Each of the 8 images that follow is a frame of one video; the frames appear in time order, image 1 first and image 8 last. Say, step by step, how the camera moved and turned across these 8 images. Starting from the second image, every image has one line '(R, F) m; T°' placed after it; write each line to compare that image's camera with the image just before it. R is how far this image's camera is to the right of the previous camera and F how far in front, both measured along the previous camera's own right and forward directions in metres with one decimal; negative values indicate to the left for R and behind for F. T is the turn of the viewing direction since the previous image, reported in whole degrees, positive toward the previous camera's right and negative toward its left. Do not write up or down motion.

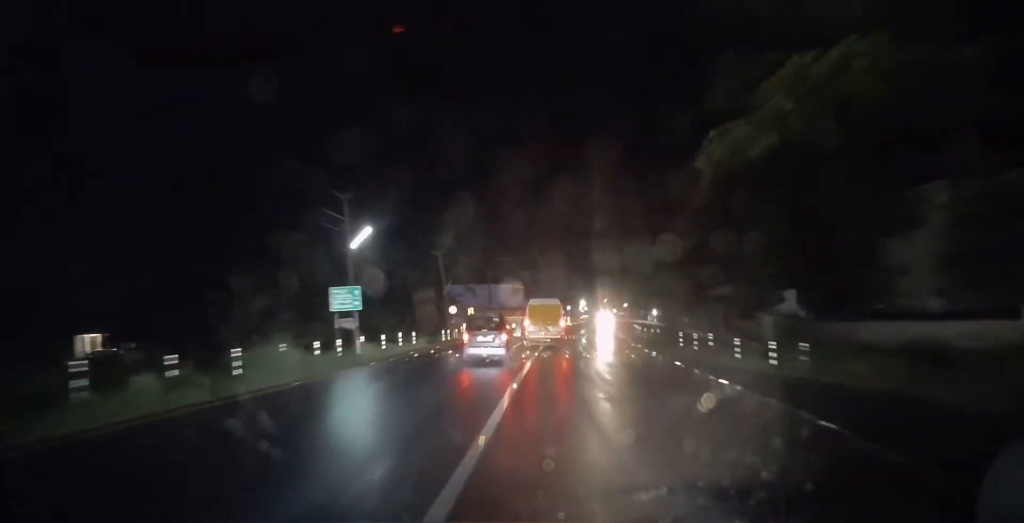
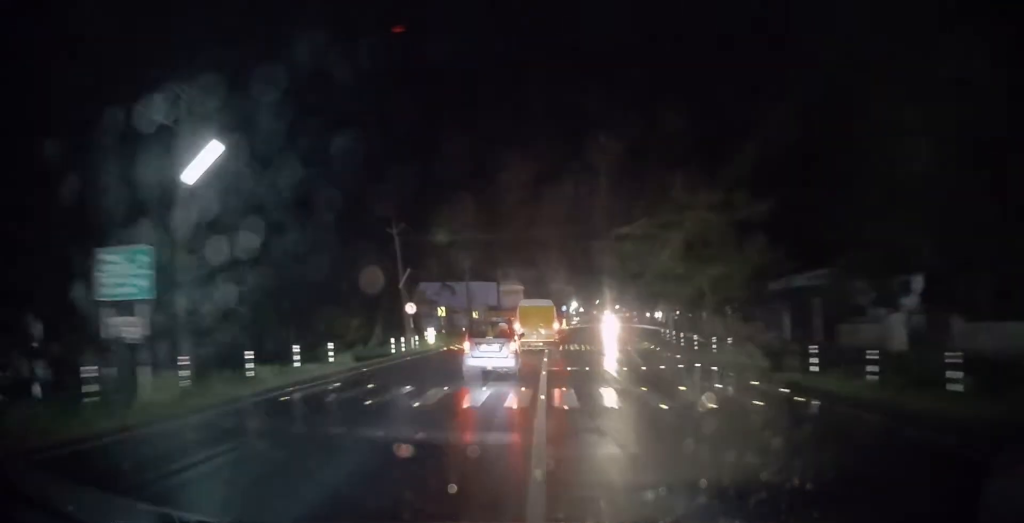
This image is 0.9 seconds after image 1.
(+0.1, +16.1) m; +1°
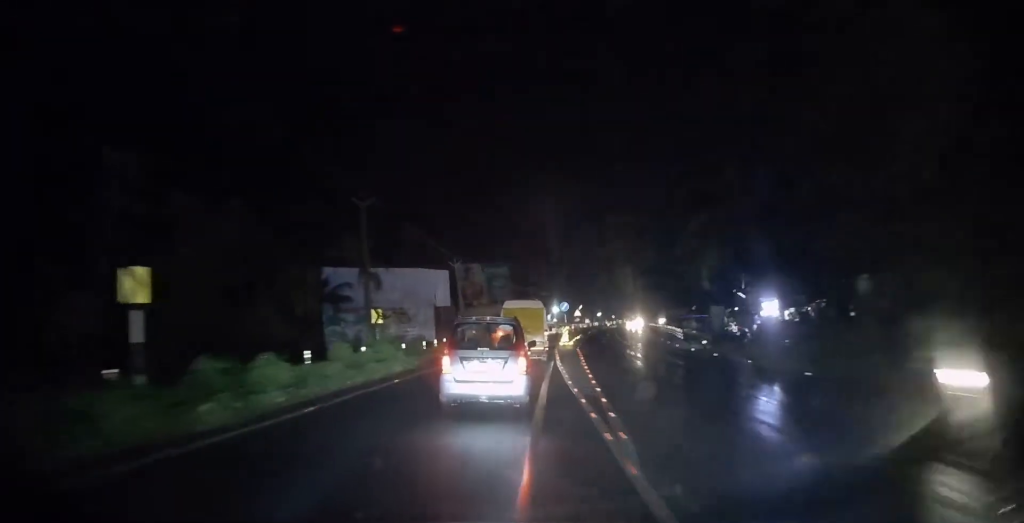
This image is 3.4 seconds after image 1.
(+0.8, +36.5) m; +2°
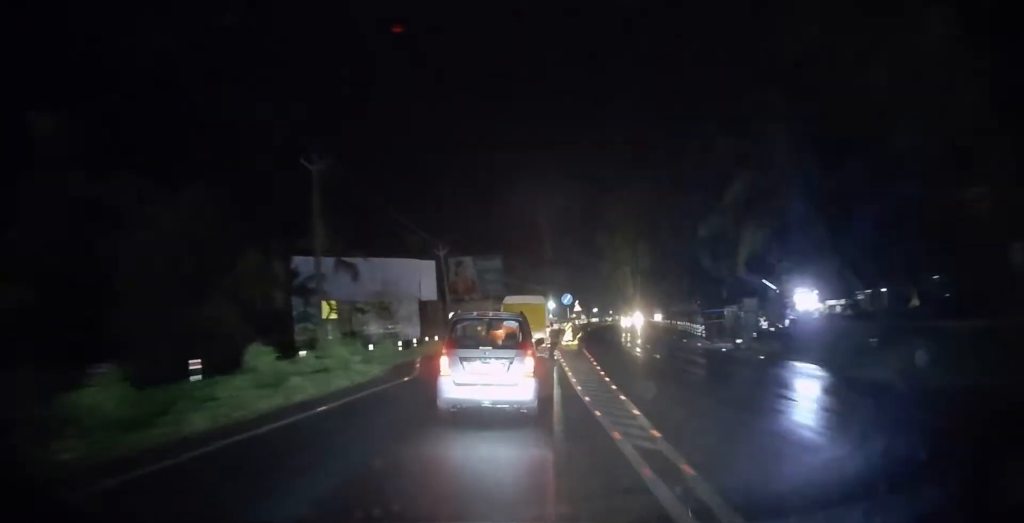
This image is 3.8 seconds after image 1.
(0.0, +6.3) m; 0°
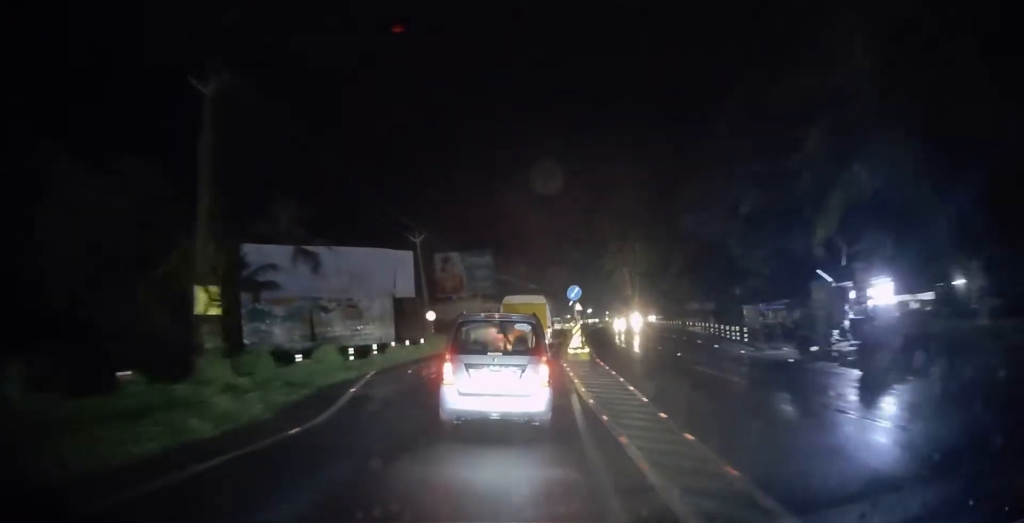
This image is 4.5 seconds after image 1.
(+0.1, +8.1) m; +1°
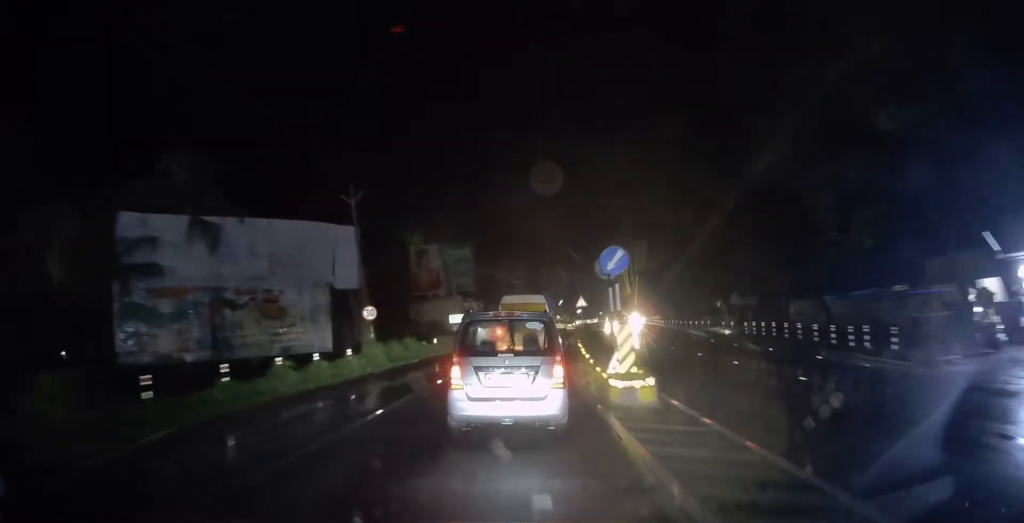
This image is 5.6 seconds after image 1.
(0.0, +13.5) m; +2°
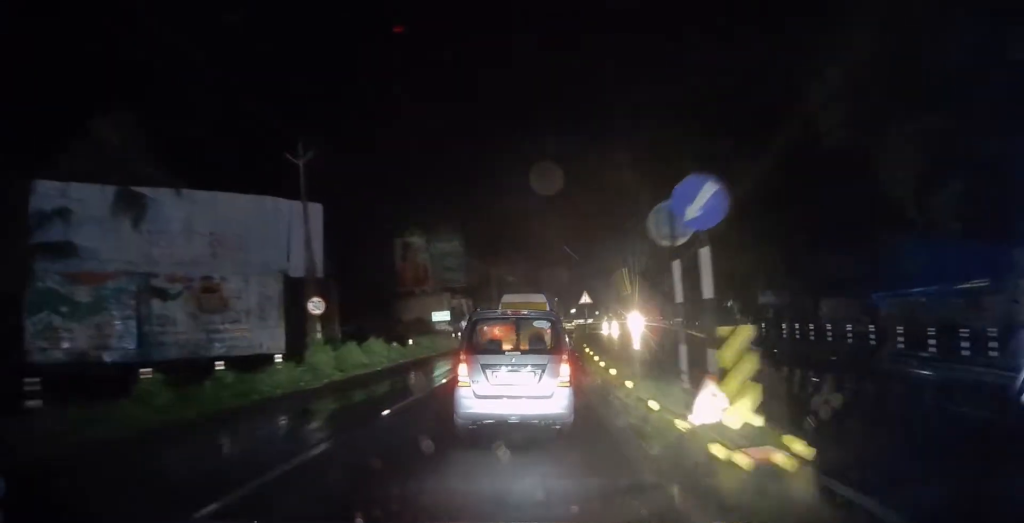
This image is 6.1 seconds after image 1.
(+0.2, +6.3) m; +1°
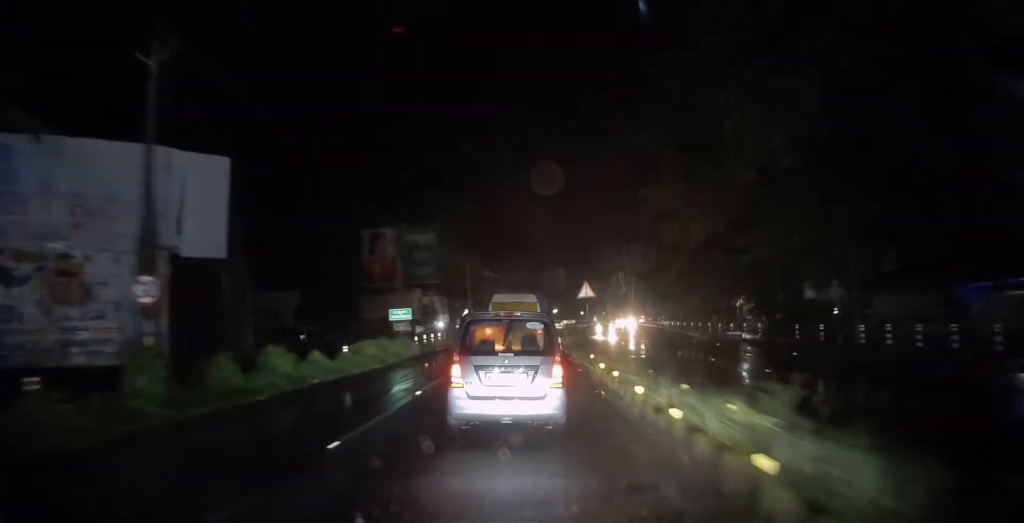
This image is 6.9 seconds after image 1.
(+0.3, +8.9) m; +1°
